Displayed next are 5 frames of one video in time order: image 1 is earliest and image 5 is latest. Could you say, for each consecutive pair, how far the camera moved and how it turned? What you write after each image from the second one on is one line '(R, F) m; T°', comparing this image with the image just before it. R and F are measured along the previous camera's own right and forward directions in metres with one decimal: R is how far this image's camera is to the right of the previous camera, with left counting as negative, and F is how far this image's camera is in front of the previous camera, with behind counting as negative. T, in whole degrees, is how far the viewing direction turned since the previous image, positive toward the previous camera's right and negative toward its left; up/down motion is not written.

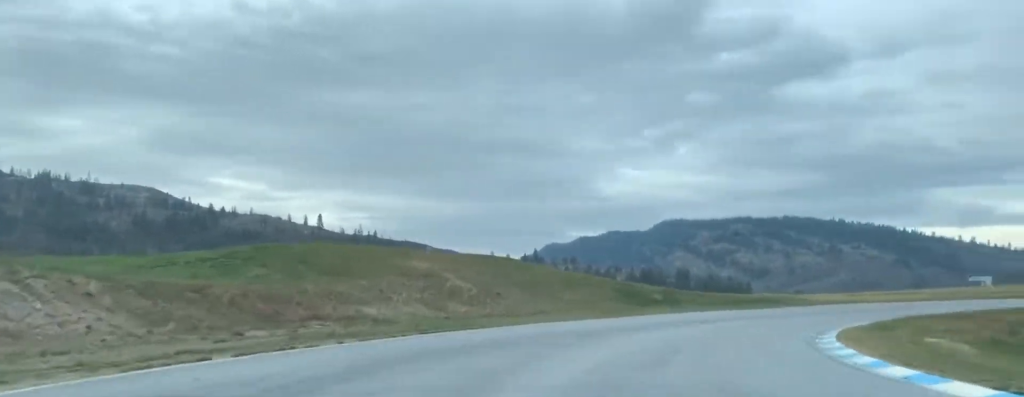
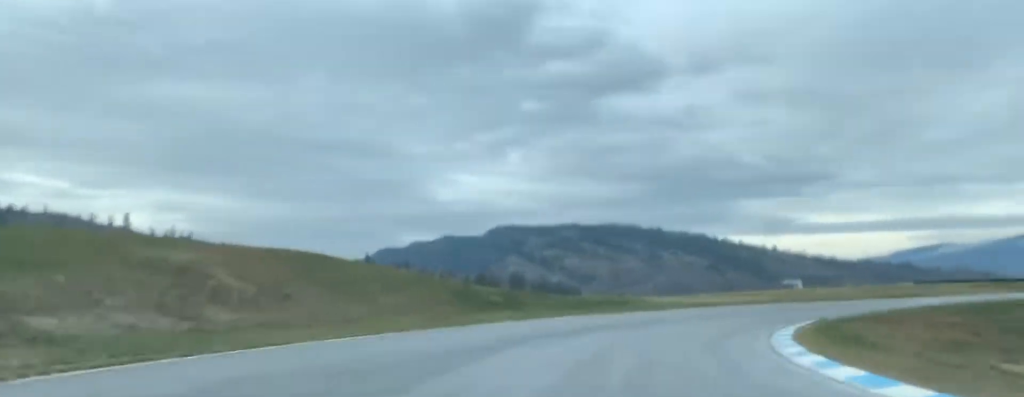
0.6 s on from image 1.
(+0.6, +14.1) m; +10°
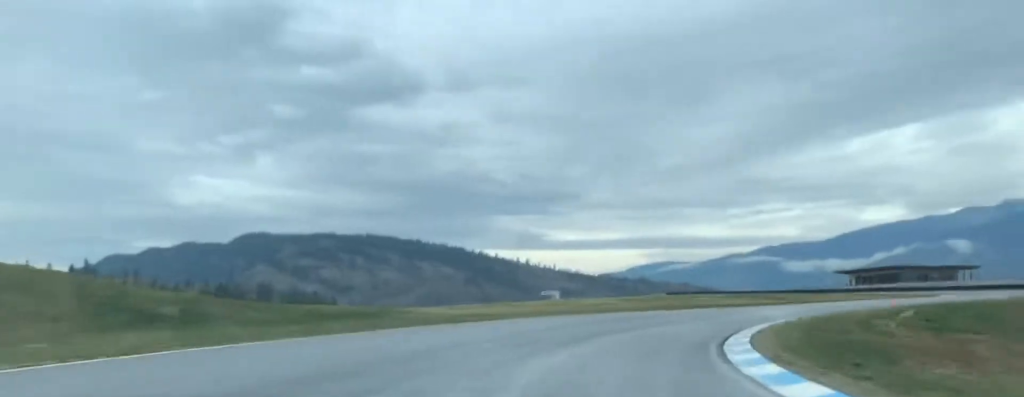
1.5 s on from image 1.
(+3.0, +21.9) m; +19°
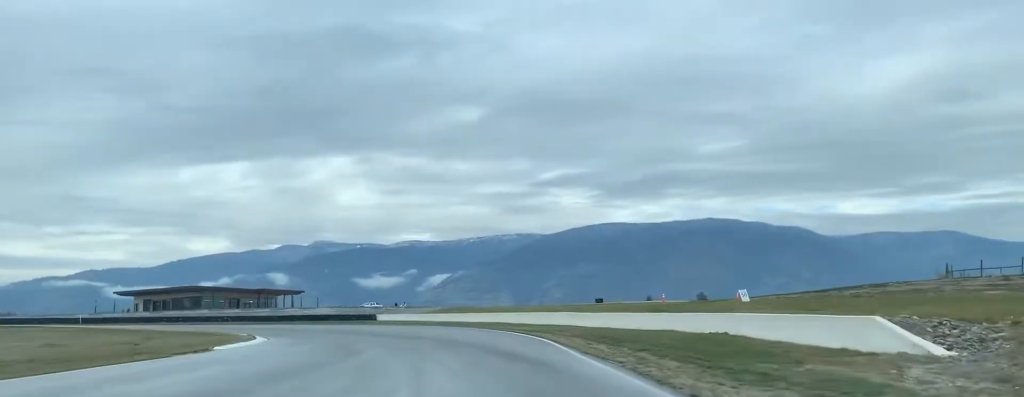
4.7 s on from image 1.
(+41.9, +74.2) m; +48°
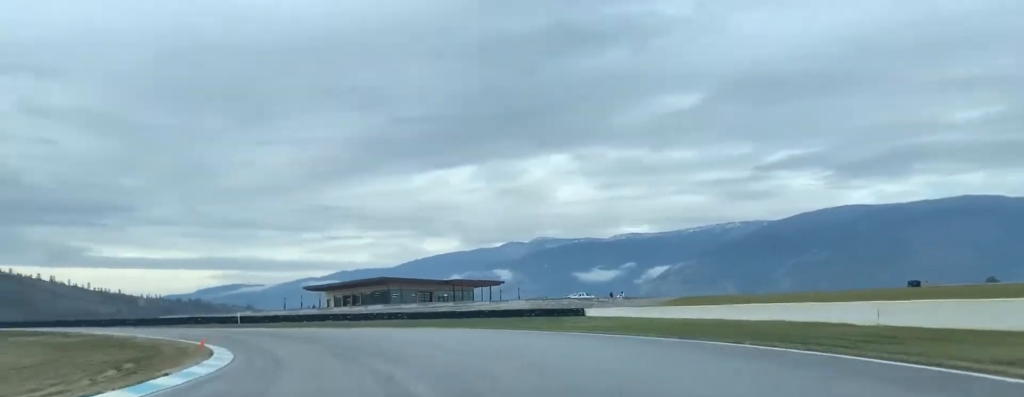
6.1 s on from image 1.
(+1.3, +39.9) m; -10°
